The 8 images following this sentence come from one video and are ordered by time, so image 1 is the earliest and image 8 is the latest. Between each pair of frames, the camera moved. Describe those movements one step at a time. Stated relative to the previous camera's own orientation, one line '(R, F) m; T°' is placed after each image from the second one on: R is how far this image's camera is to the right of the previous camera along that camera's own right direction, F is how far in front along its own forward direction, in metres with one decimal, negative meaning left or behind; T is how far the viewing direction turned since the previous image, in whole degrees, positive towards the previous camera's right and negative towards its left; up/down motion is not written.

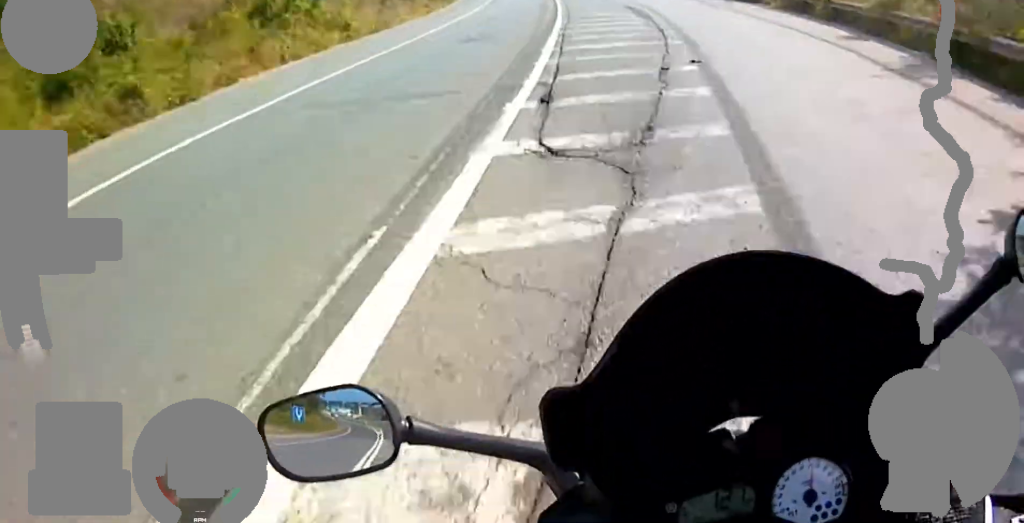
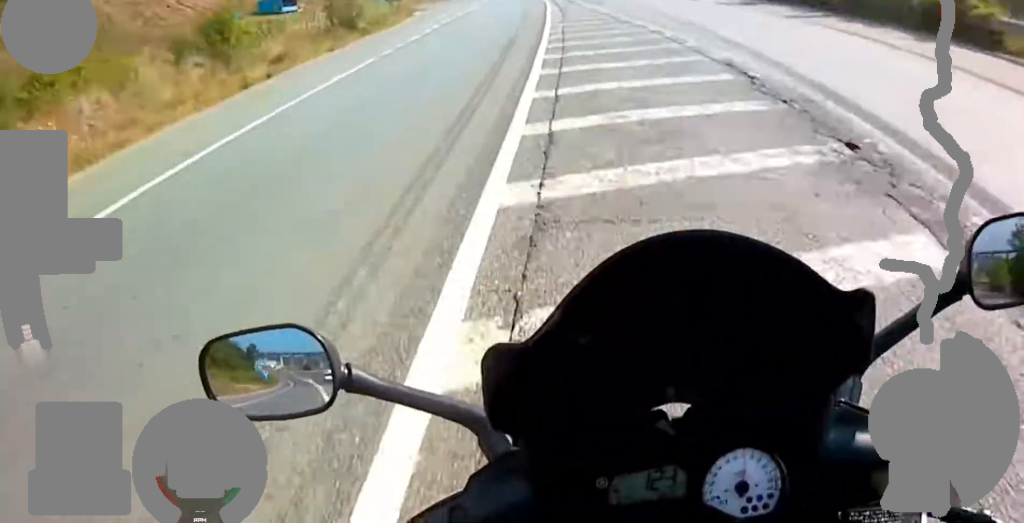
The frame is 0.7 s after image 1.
(-0.5, +25.1) m; -1°
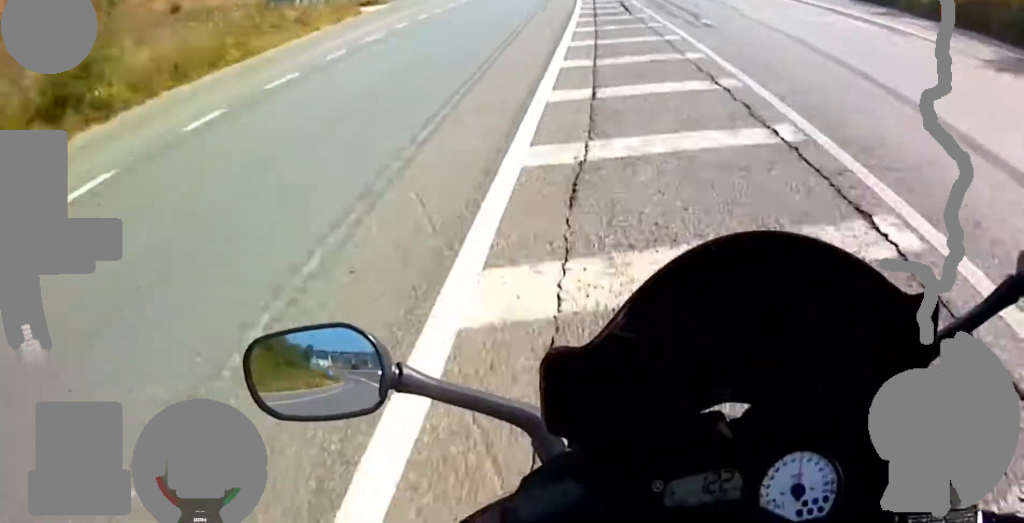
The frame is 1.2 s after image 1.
(0.0, +21.4) m; 0°
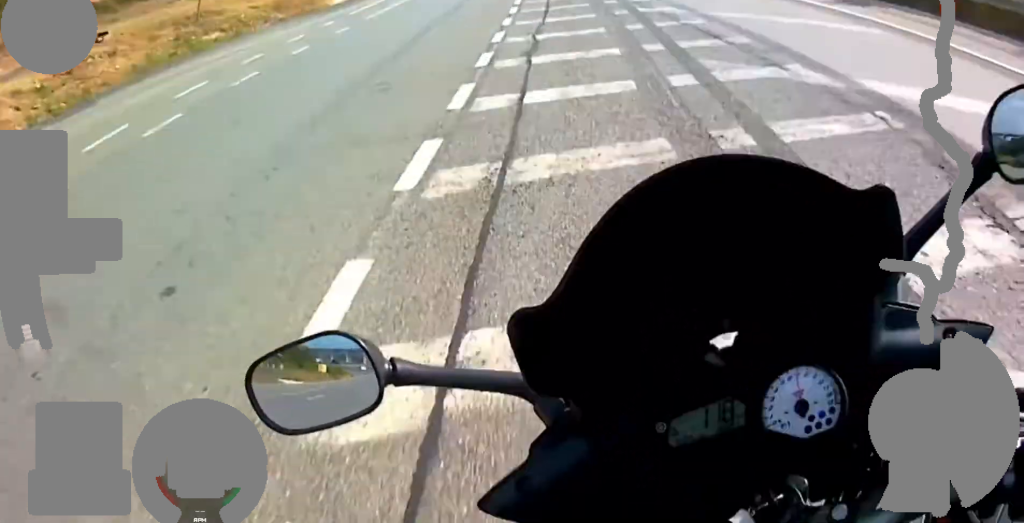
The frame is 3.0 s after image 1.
(-0.1, +68.6) m; 0°
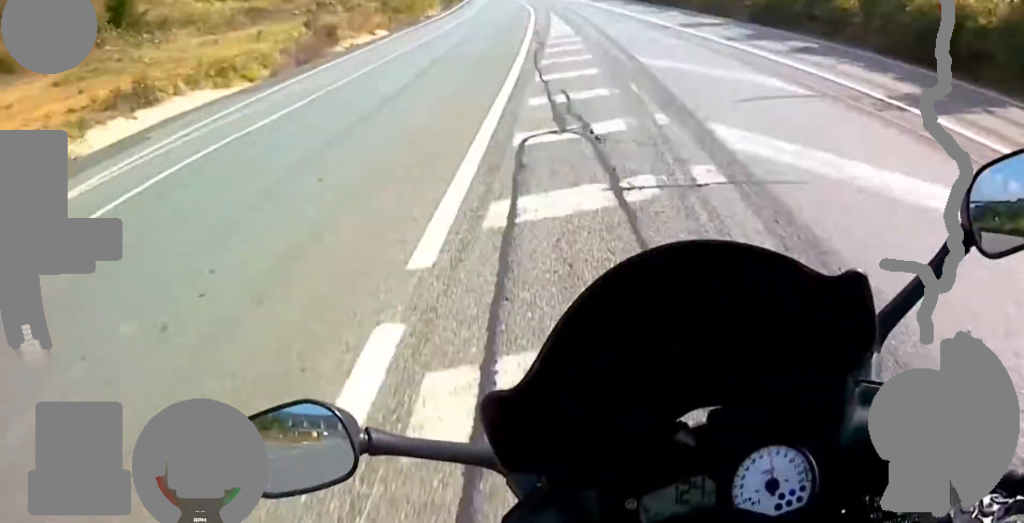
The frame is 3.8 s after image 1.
(0.0, +30.8) m; 0°
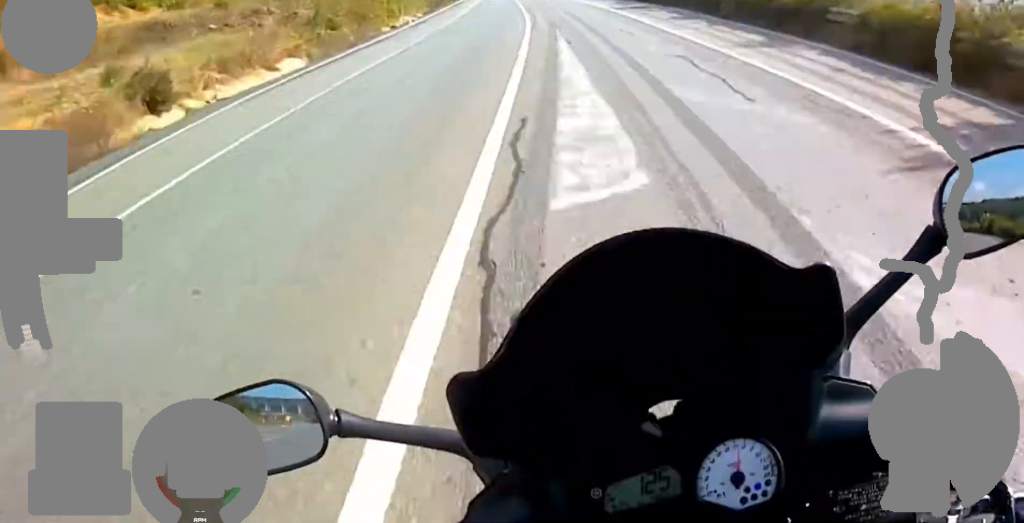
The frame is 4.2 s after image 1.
(0.0, +15.4) m; 0°
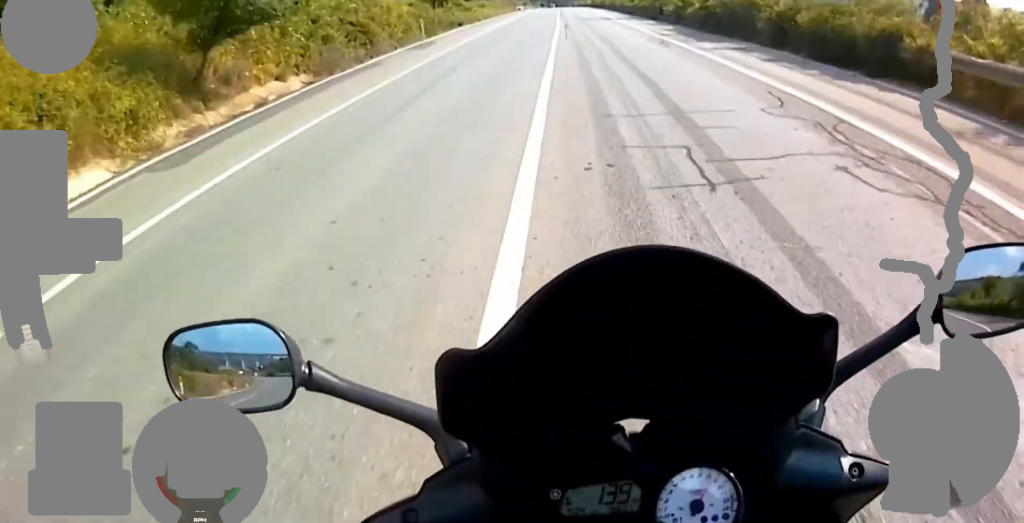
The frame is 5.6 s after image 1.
(0.0, +53.1) m; 0°
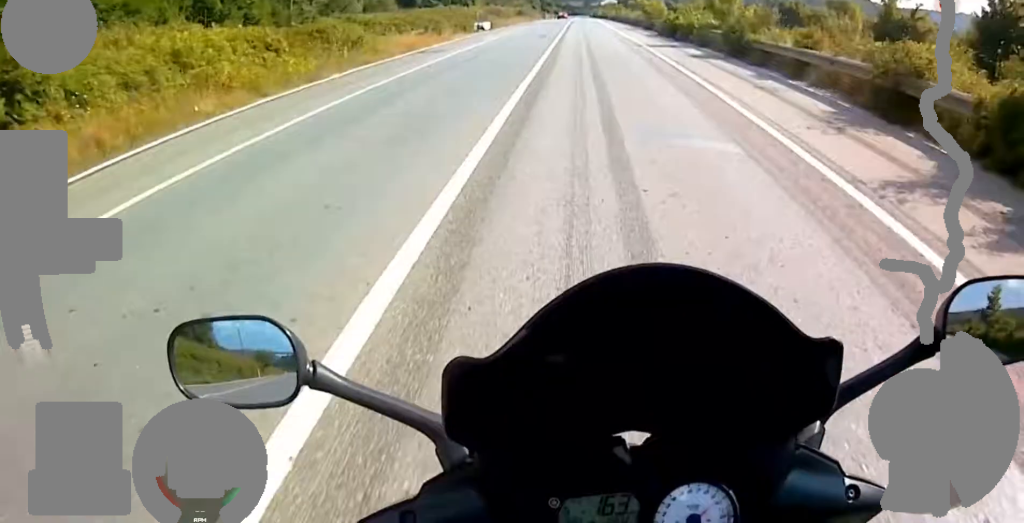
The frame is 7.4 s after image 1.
(+0.1, +70.7) m; 0°
